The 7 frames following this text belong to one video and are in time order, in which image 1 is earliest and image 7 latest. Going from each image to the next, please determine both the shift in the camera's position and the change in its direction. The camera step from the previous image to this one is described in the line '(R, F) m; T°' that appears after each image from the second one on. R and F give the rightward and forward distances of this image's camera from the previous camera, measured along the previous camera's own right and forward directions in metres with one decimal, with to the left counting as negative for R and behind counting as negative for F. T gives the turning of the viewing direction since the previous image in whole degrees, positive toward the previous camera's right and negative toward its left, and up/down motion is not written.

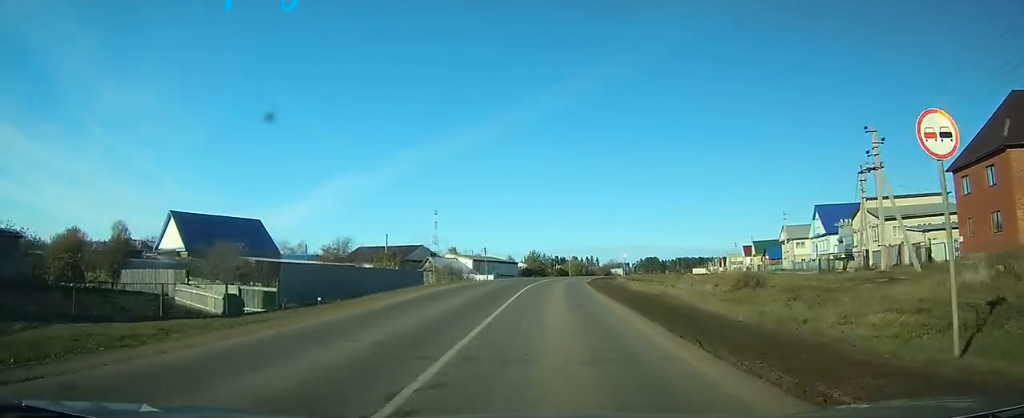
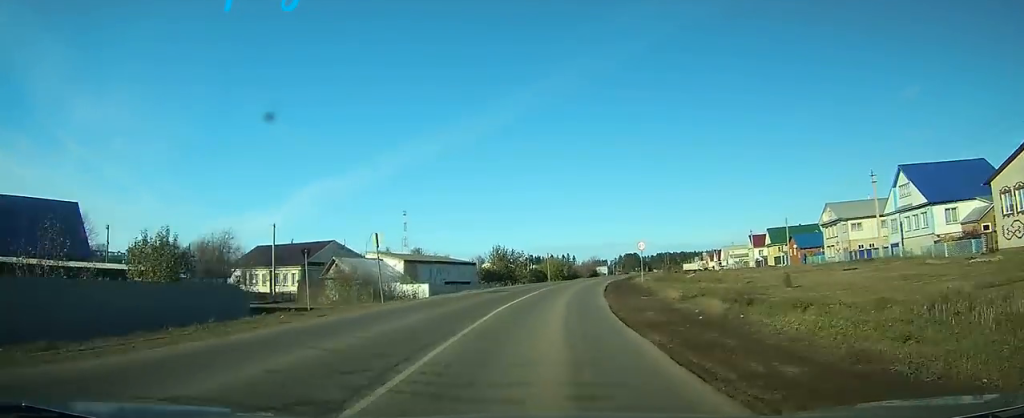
(-1.1, +27.5) m; -2°
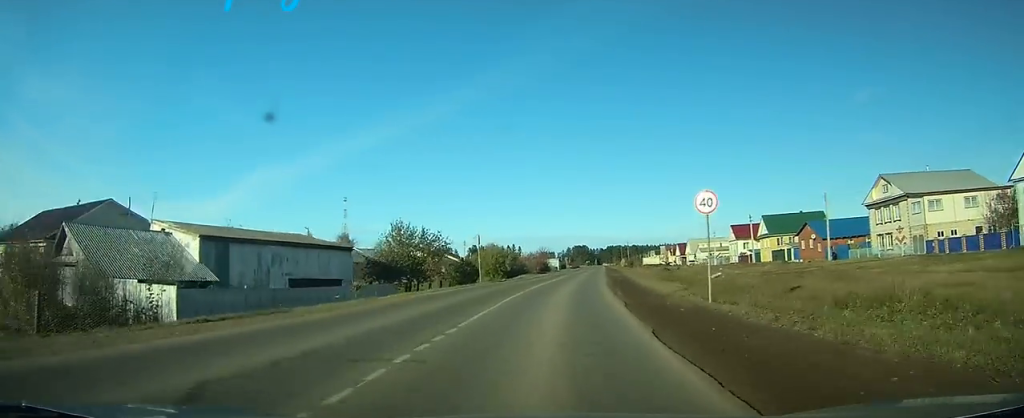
(+0.3, +28.2) m; +3°
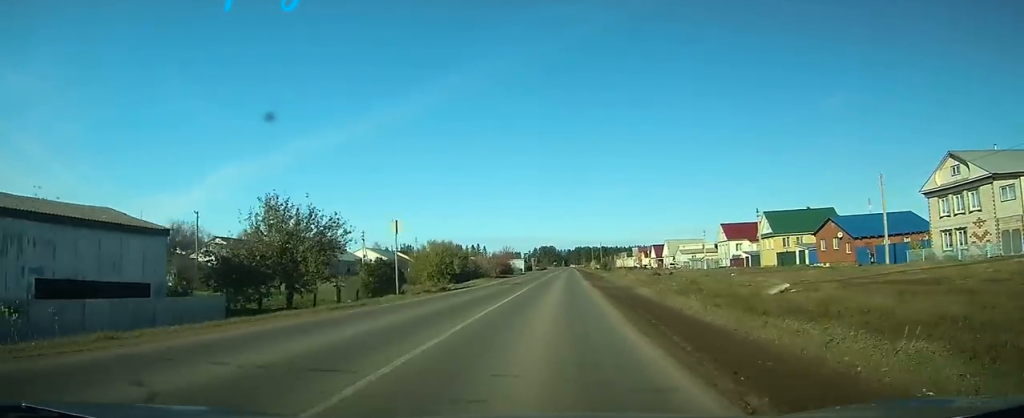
(+0.8, +18.5) m; +3°
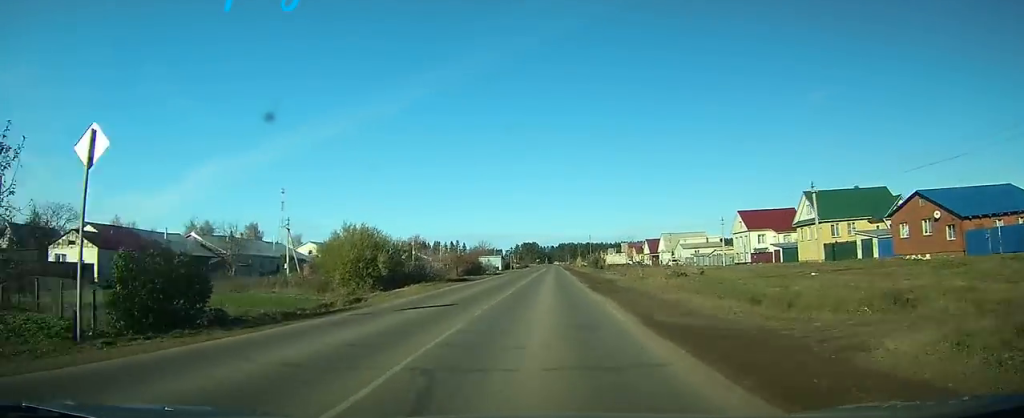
(+0.6, +22.8) m; +3°
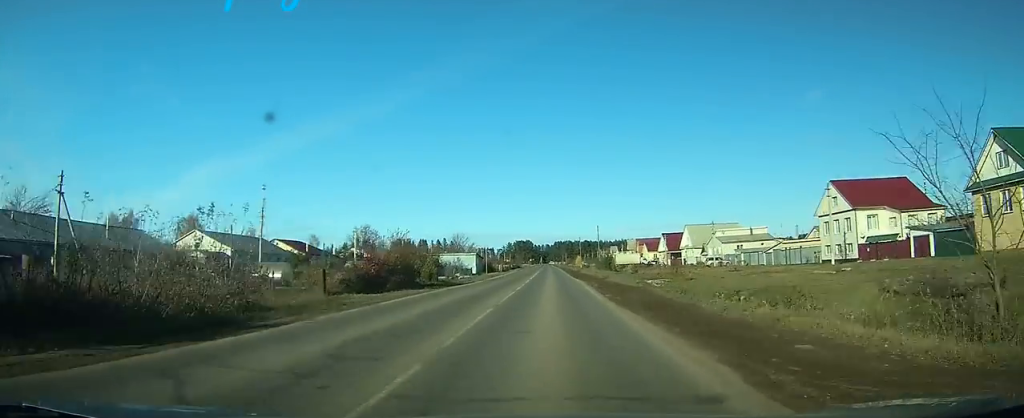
(+1.0, +36.6) m; +2°
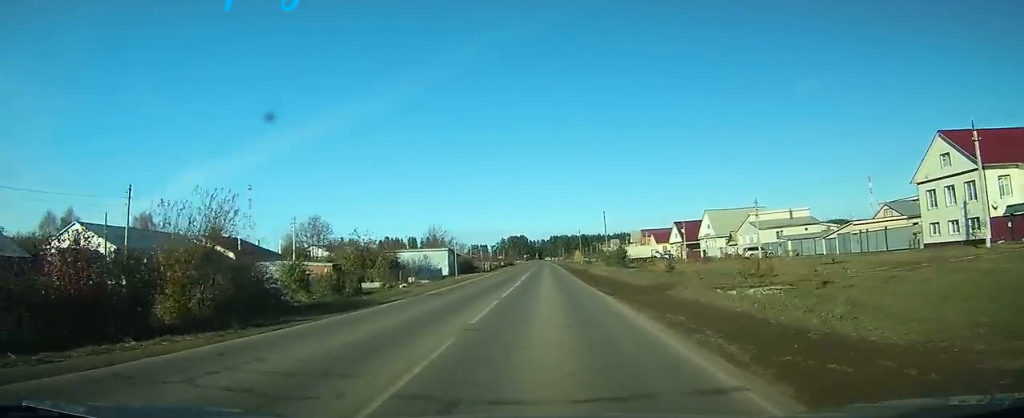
(+0.1, +21.1) m; 0°
